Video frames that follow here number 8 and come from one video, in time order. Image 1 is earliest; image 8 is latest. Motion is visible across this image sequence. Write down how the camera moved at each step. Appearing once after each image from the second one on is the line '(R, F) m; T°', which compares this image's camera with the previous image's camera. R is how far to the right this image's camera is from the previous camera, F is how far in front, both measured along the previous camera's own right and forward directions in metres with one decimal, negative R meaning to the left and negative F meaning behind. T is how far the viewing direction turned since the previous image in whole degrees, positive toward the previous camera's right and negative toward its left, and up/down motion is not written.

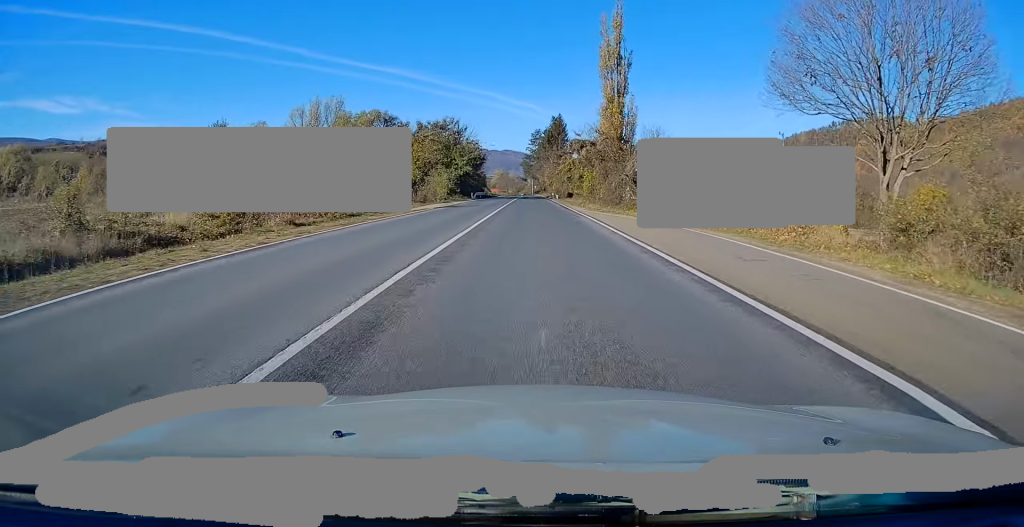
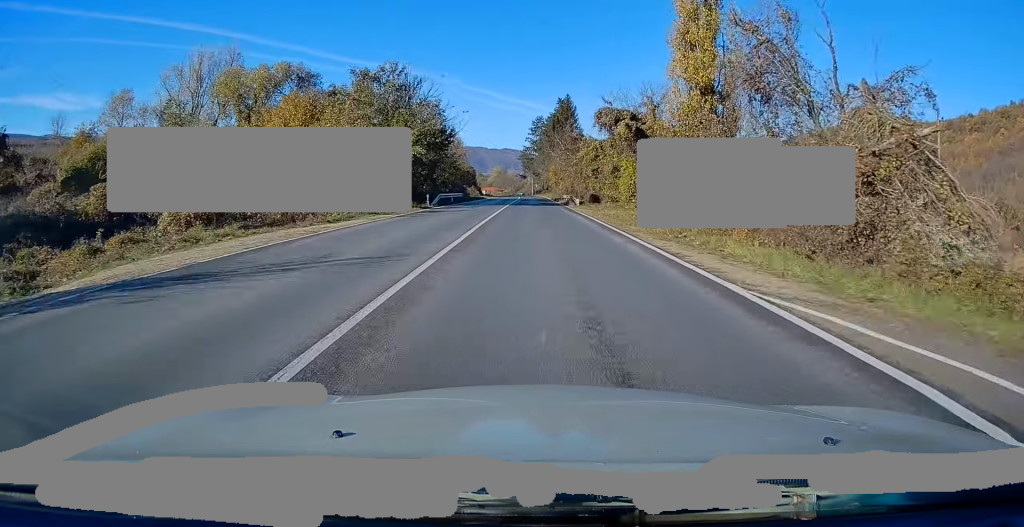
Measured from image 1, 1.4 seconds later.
(-0.2, +33.5) m; 0°
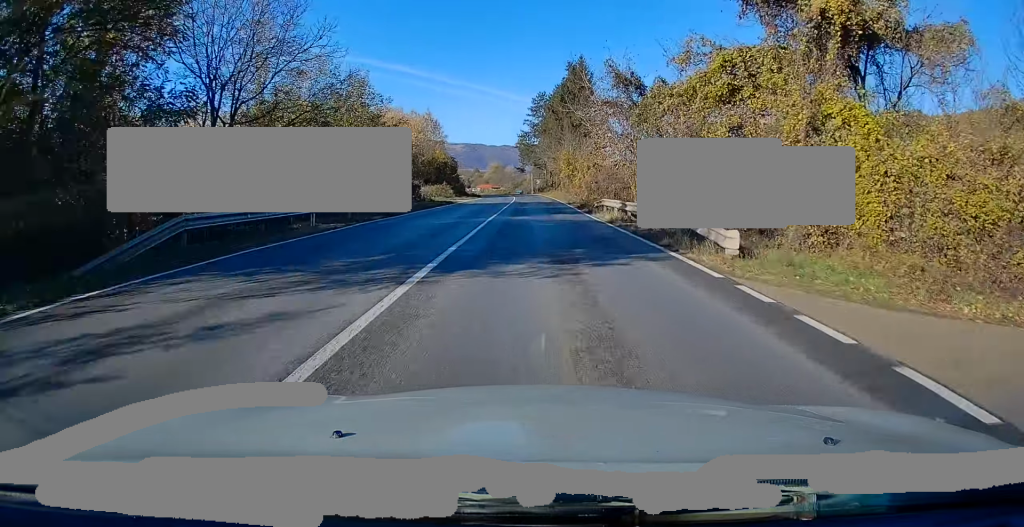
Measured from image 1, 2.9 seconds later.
(+0.3, +36.3) m; -1°
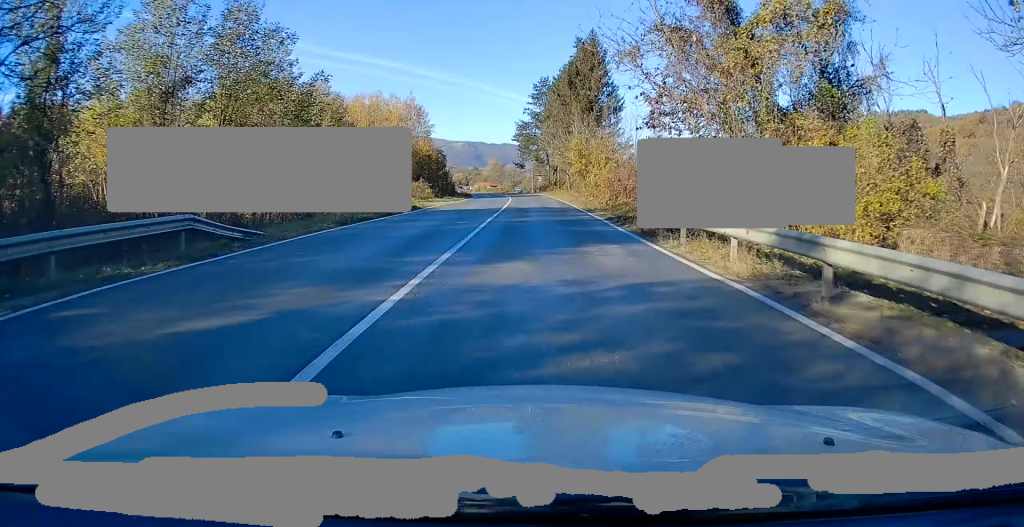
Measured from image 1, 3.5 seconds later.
(-0.3, +16.1) m; -1°
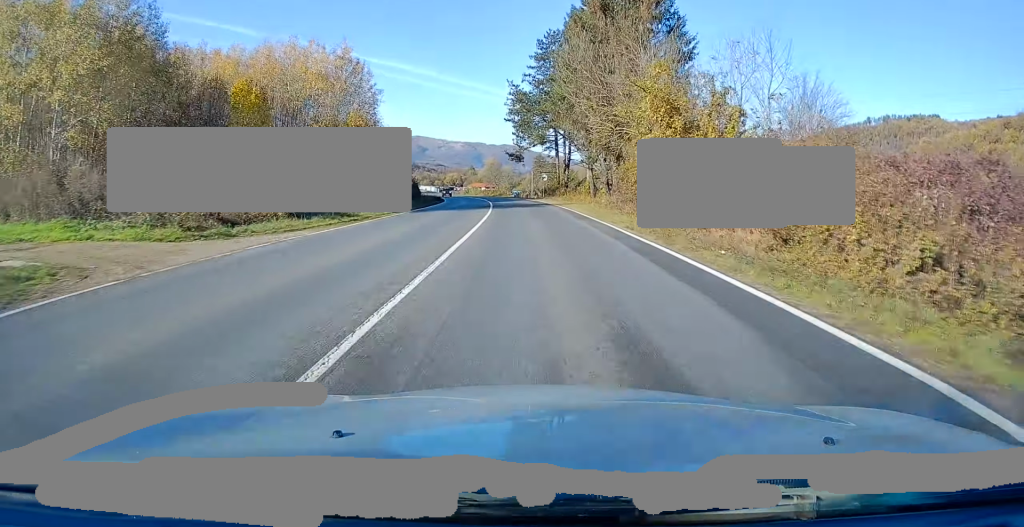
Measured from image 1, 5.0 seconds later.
(-0.2, +34.5) m; -1°
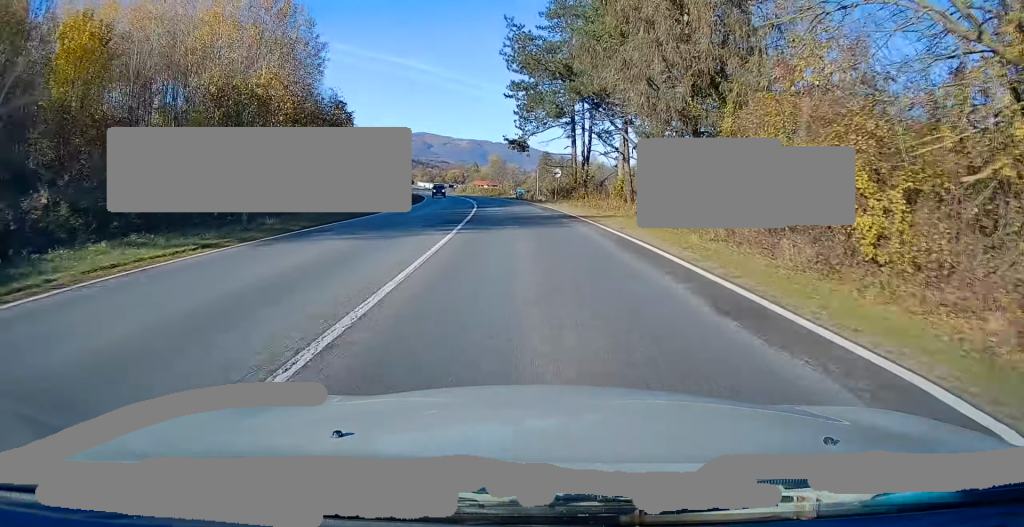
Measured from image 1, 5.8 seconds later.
(0.0, +19.2) m; 0°
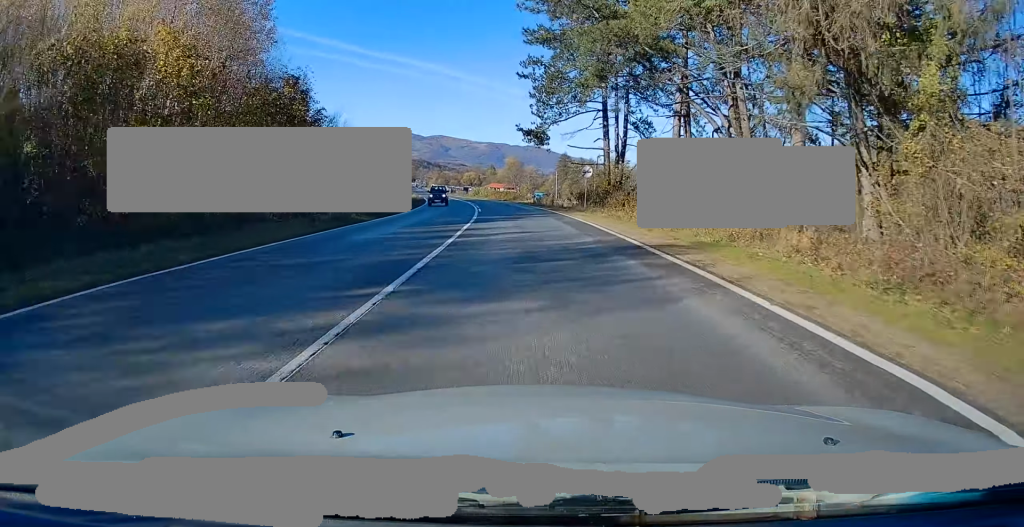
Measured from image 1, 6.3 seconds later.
(0.0, +12.0) m; -1°
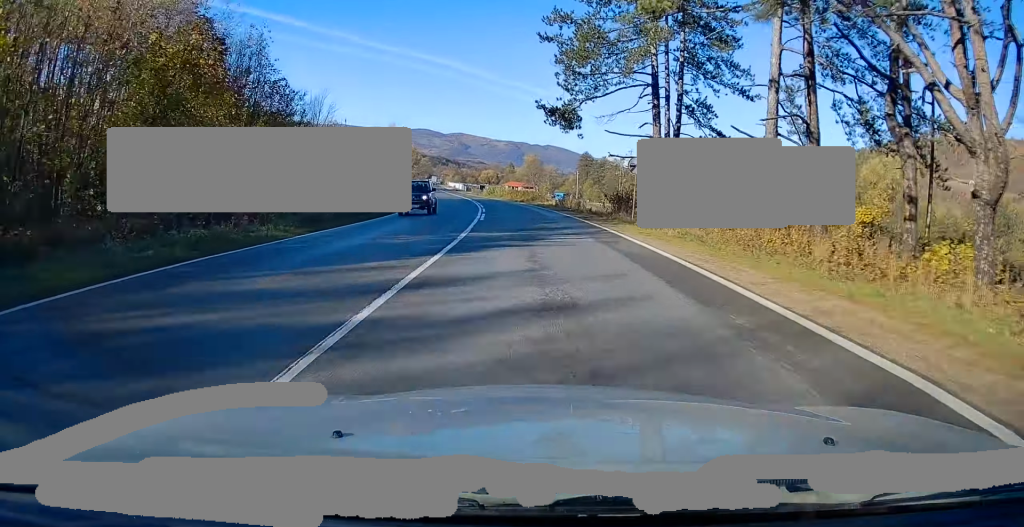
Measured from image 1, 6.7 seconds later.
(+0.3, +11.2) m; -1°
